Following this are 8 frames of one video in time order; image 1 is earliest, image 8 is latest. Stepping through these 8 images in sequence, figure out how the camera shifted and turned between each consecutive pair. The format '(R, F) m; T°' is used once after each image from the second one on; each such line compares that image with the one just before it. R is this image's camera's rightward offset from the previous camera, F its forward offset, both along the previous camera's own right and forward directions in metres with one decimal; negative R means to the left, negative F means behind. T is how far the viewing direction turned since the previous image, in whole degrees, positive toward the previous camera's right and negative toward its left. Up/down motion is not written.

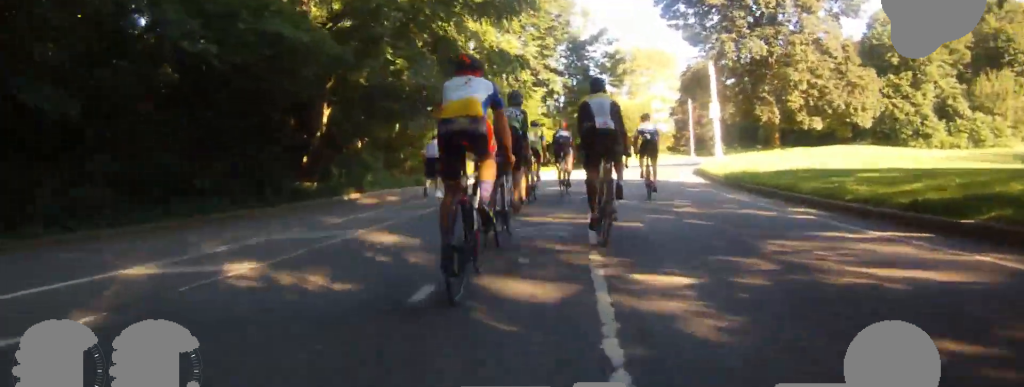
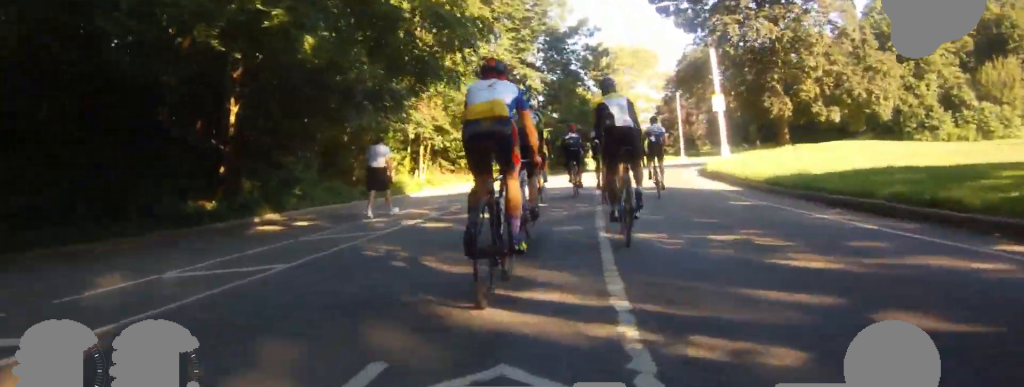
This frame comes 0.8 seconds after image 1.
(+0.5, +6.1) m; +7°
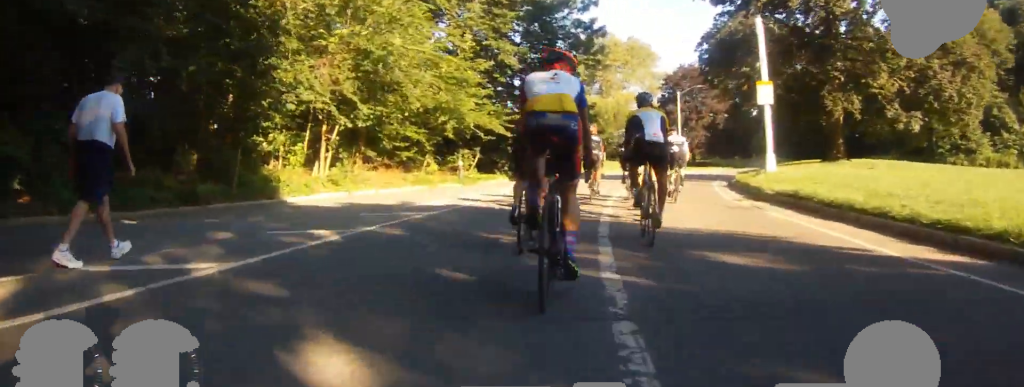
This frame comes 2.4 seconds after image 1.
(-0.4, +11.5) m; -8°
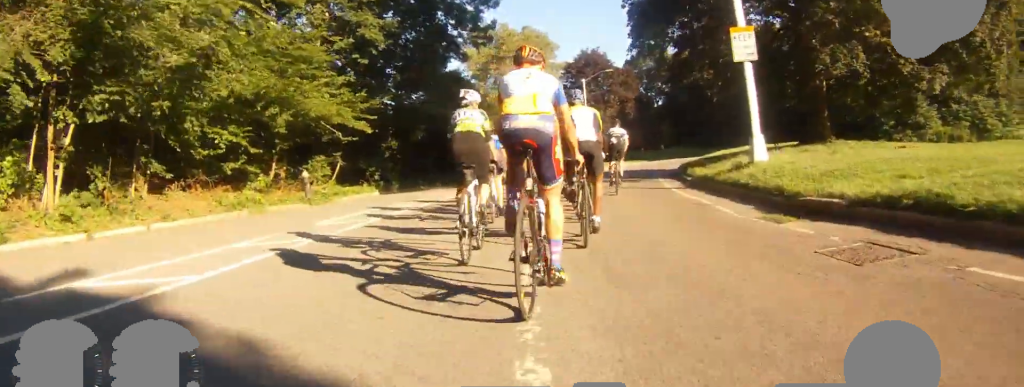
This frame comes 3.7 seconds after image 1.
(+0.7, +9.3) m; +8°
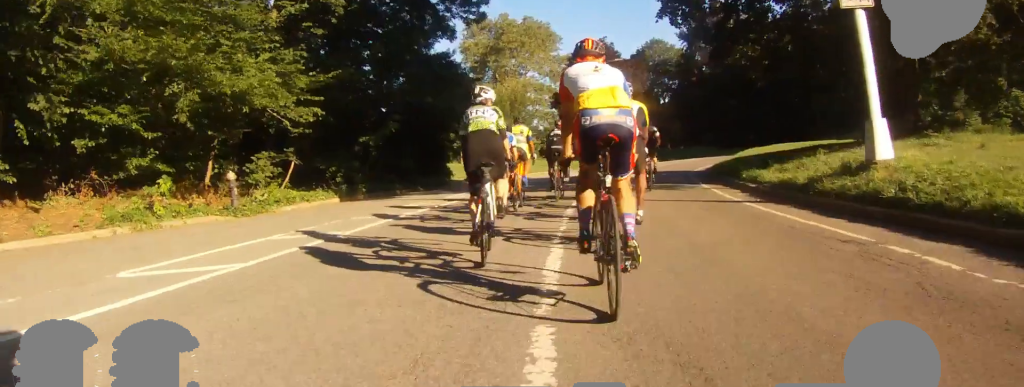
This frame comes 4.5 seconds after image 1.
(+0.3, +6.1) m; +1°
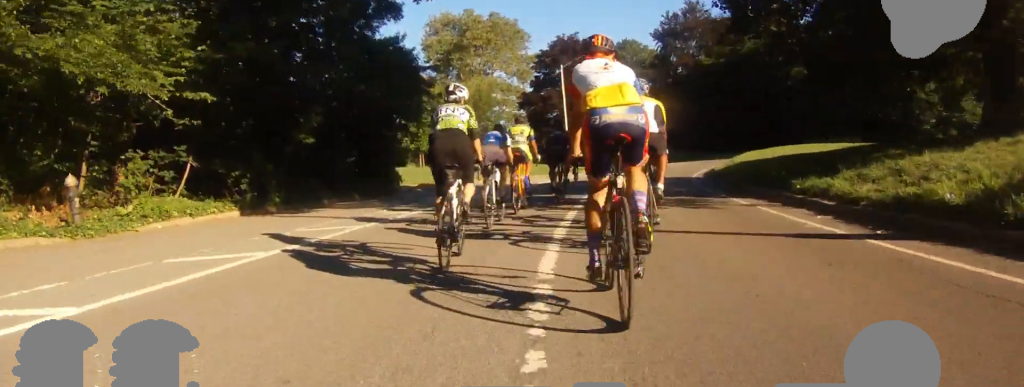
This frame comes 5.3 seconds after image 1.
(-0.3, +5.4) m; +5°
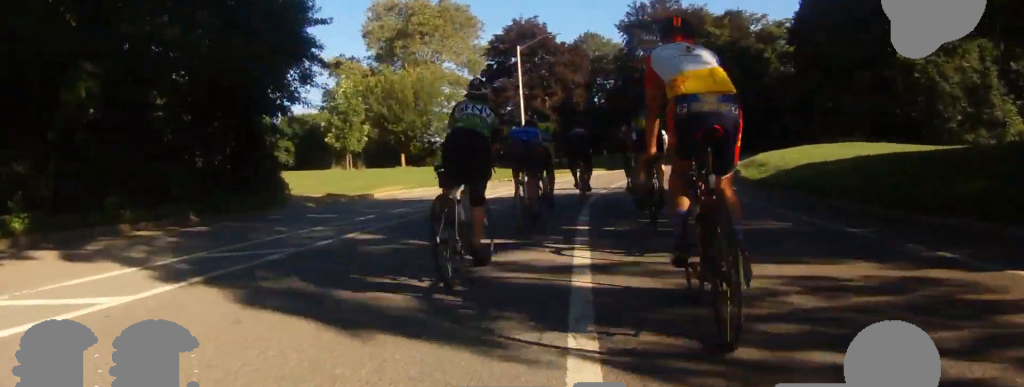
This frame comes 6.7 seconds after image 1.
(+1.3, +8.7) m; +13°
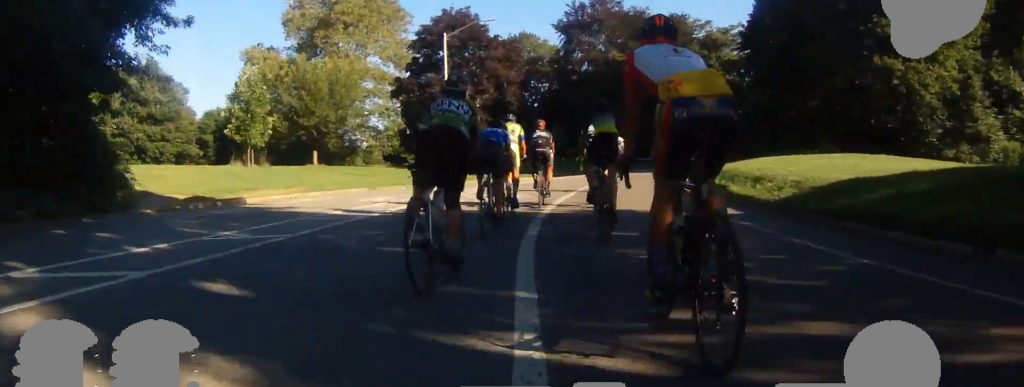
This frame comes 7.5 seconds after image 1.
(+0.2, +5.1) m; +2°
